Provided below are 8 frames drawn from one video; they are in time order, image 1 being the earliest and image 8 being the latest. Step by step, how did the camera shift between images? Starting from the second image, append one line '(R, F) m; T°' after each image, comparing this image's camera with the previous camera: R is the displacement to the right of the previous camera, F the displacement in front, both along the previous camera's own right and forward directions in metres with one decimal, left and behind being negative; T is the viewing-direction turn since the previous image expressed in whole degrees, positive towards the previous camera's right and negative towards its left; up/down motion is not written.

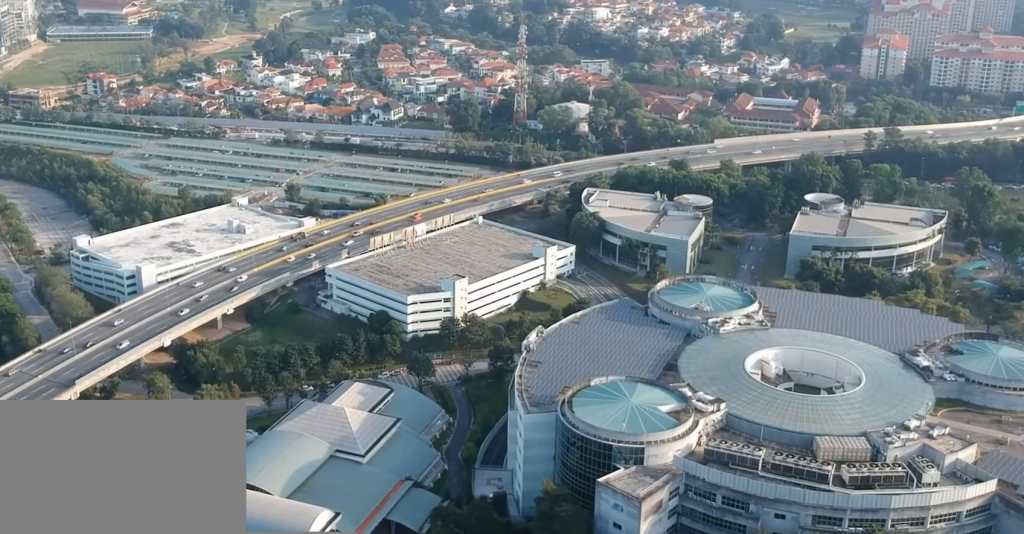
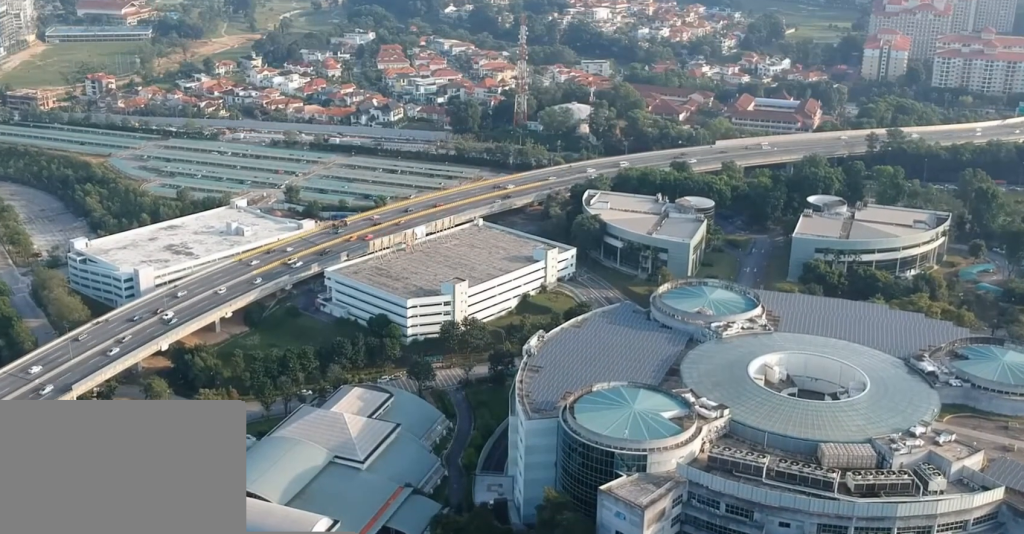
(0.0, +3.3) m; 0°
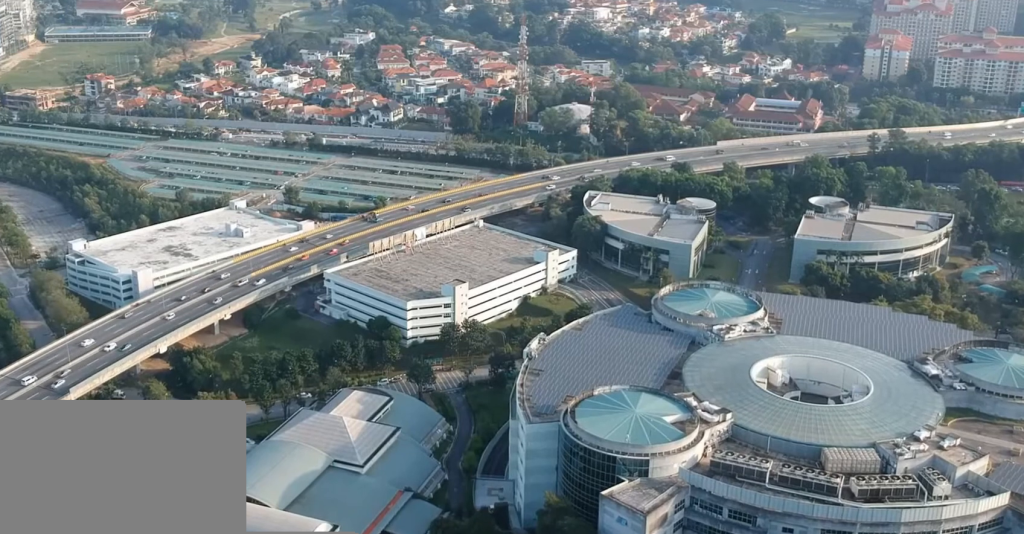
(0.0, +2.2) m; 0°
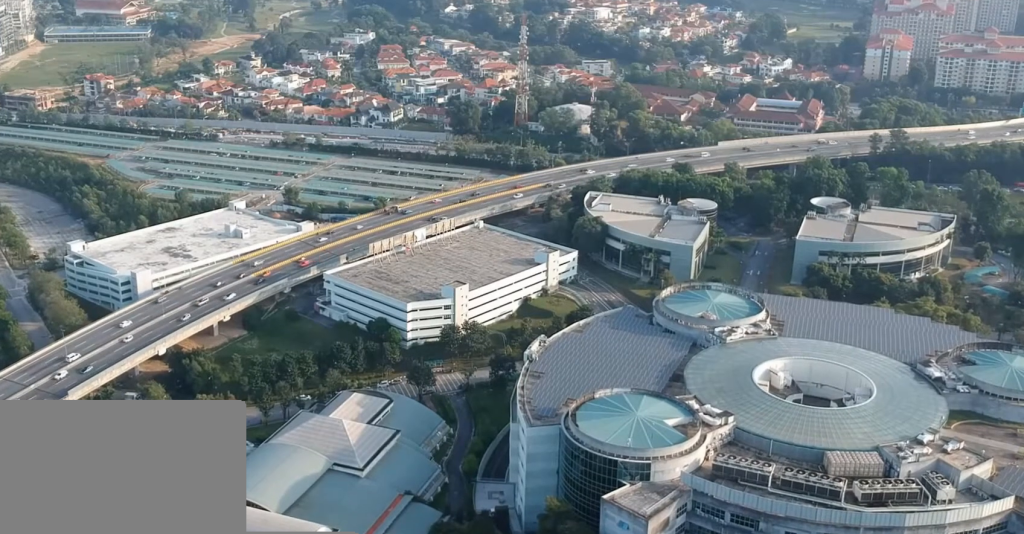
(0.0, +1.8) m; 0°
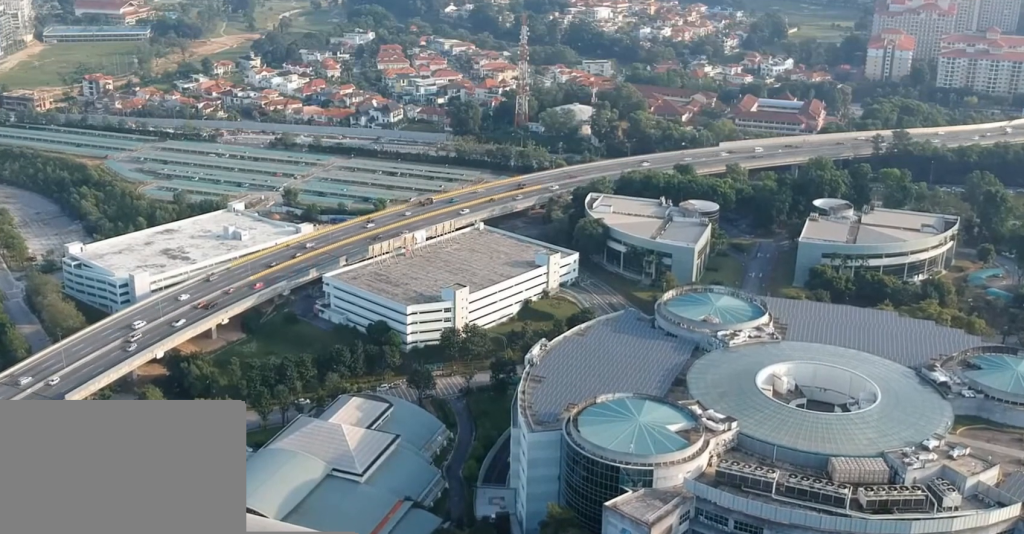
(0.0, +2.8) m; 0°
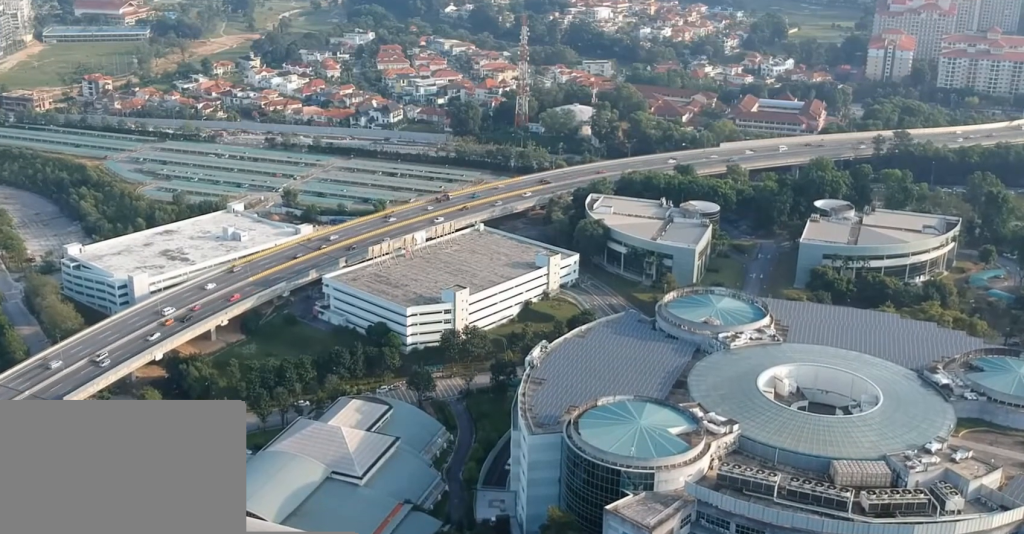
(0.0, +1.3) m; 0°
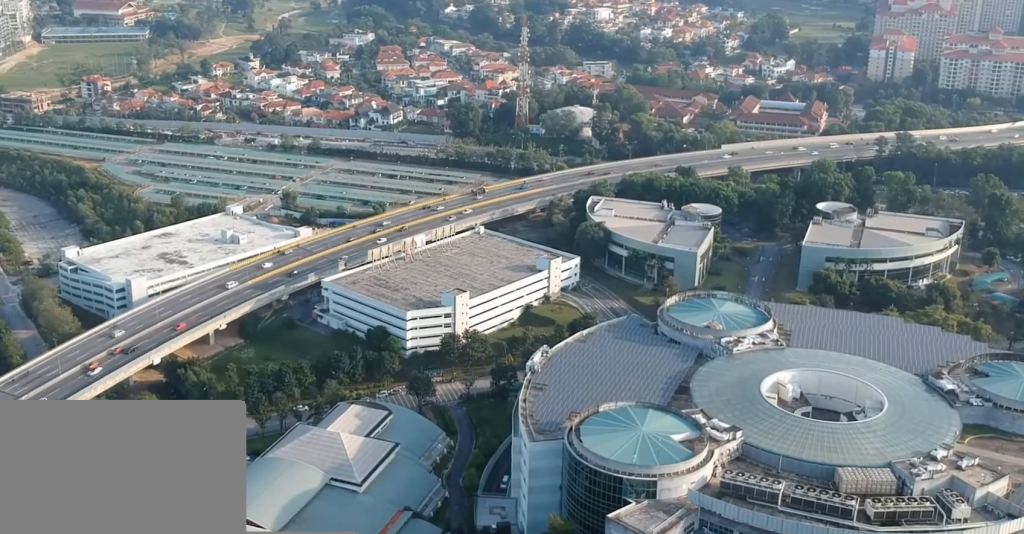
(0.0, +2.9) m; +1°
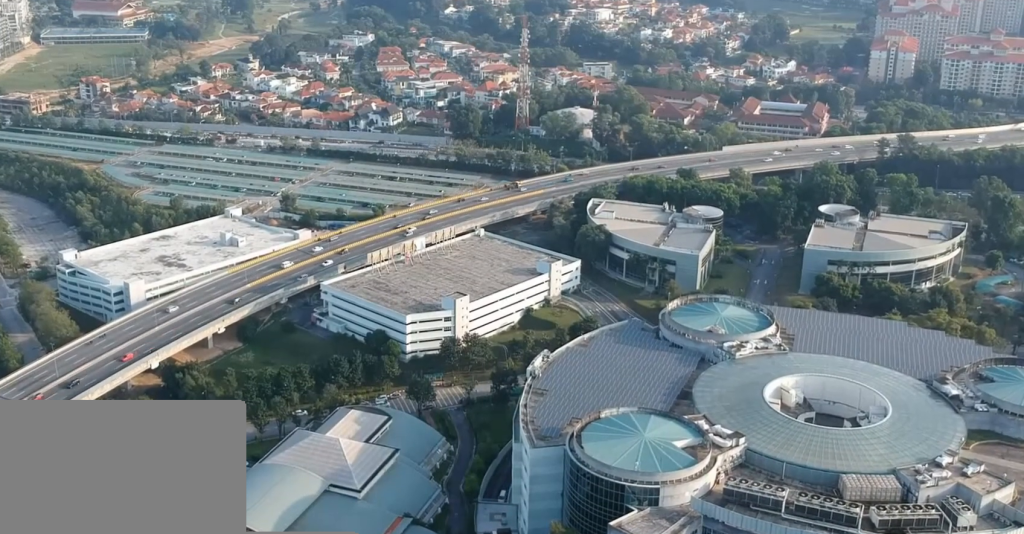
(0.0, +2.6) m; 0°
